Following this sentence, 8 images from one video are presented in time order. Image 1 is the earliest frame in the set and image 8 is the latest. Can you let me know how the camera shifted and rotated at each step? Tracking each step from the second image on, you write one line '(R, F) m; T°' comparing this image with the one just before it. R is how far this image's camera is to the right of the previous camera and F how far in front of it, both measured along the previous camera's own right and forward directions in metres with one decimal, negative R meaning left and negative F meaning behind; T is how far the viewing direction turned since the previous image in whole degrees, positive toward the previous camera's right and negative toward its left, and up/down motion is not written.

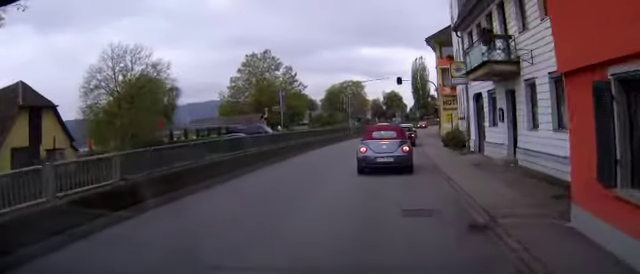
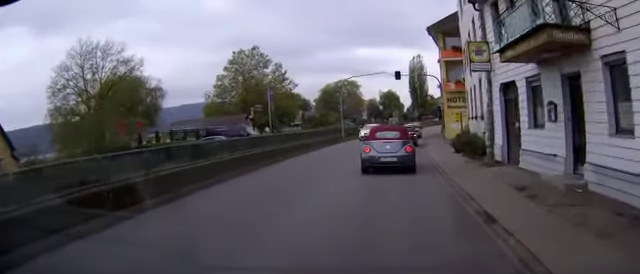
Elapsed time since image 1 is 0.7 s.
(0.0, +5.6) m; 0°
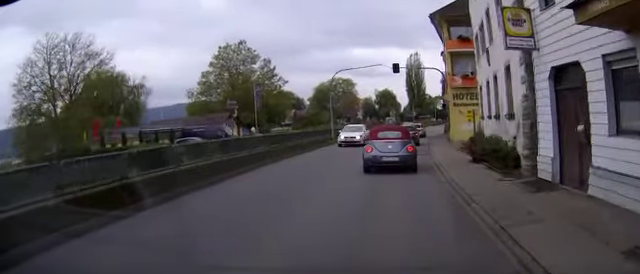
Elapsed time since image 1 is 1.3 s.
(0.0, +5.3) m; 0°
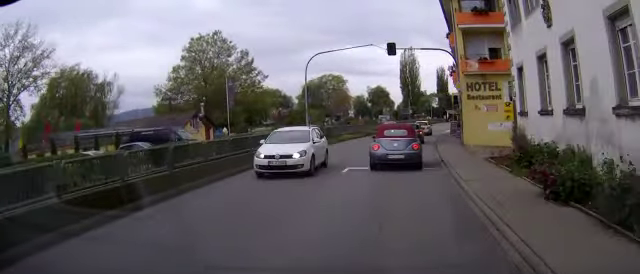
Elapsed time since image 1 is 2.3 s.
(+0.1, +8.6) m; +1°
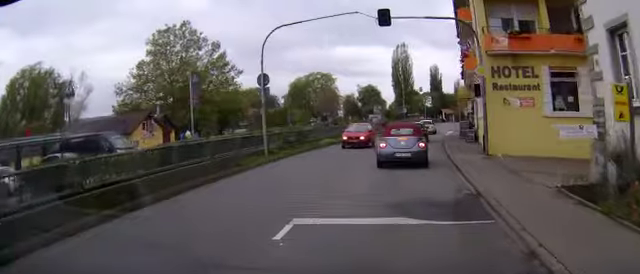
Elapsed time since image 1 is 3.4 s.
(+0.1, +8.6) m; +2°
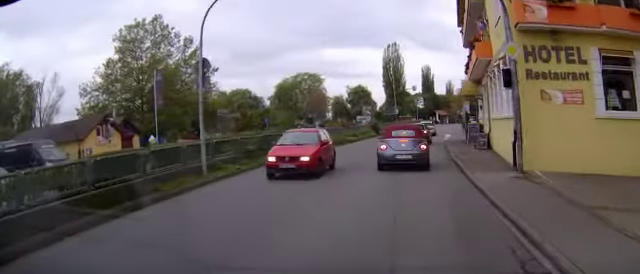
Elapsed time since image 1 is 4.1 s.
(+0.1, +5.8) m; +1°
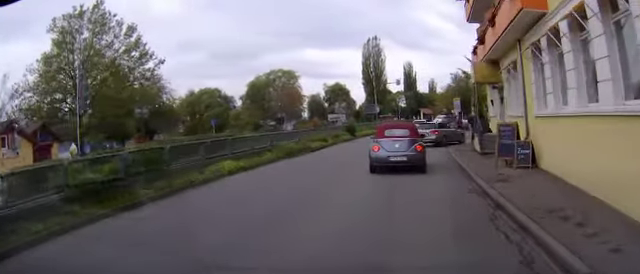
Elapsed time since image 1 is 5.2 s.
(+0.2, +9.1) m; +4°
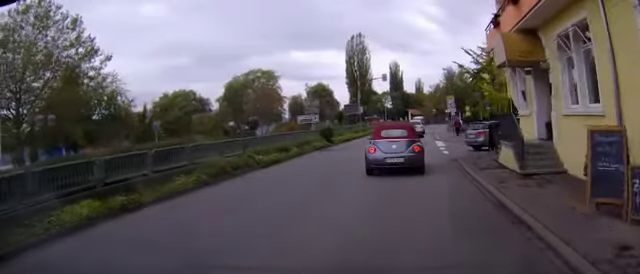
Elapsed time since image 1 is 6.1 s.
(+0.4, +7.2) m; +2°
